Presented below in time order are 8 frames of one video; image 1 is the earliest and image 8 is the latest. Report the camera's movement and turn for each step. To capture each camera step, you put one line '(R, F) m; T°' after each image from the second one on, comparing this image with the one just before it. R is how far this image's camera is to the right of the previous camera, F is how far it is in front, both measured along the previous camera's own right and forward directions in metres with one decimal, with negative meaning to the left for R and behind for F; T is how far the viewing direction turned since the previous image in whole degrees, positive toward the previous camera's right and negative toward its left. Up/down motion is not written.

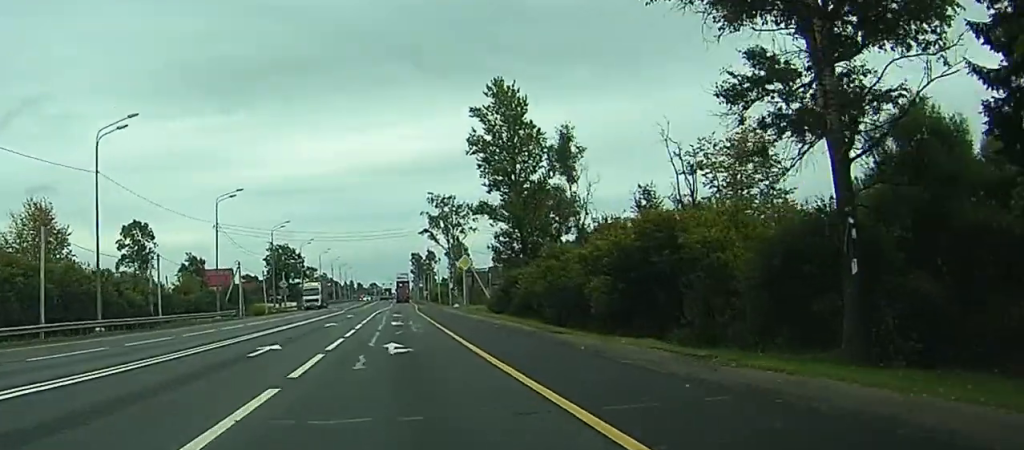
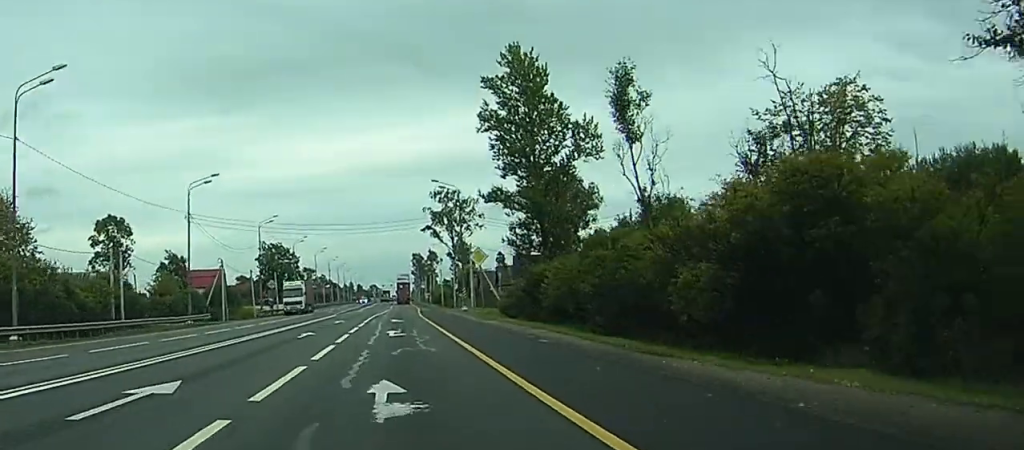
(0.0, +11.1) m; 0°
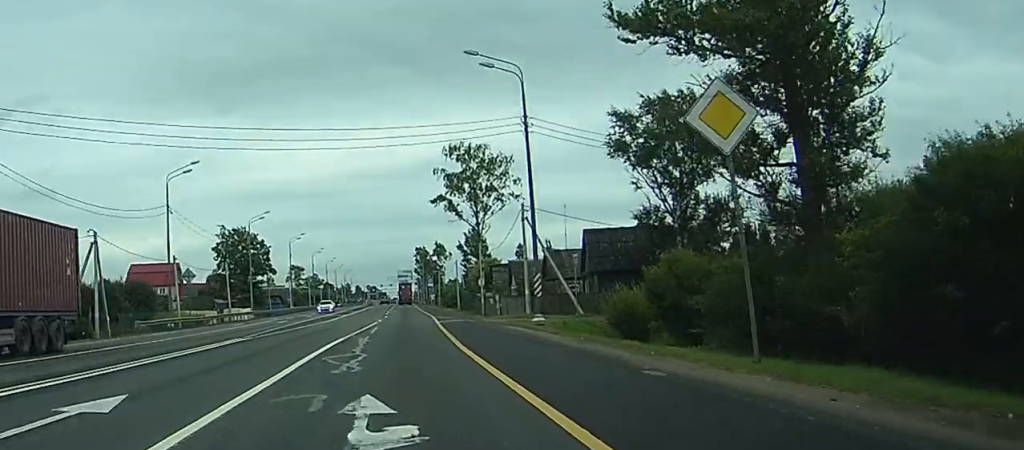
(+0.2, +43.2) m; +1°
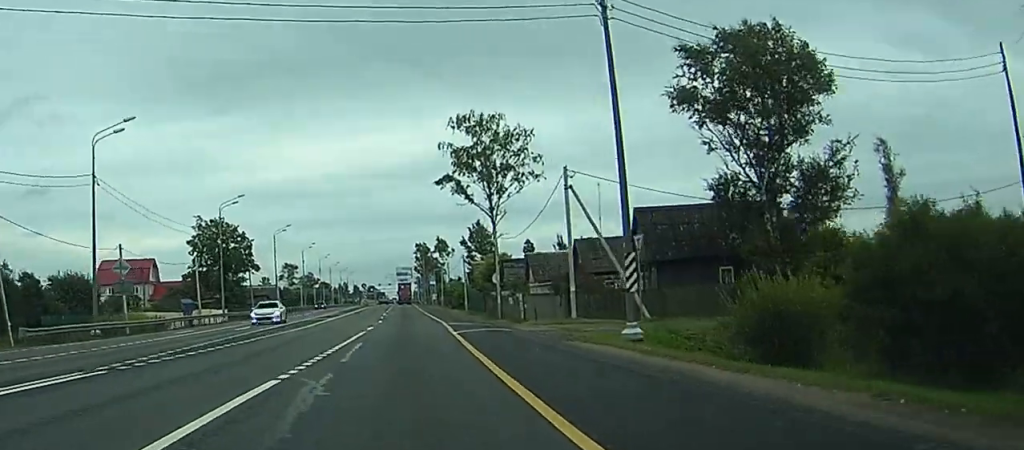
(0.0, +16.0) m; 0°
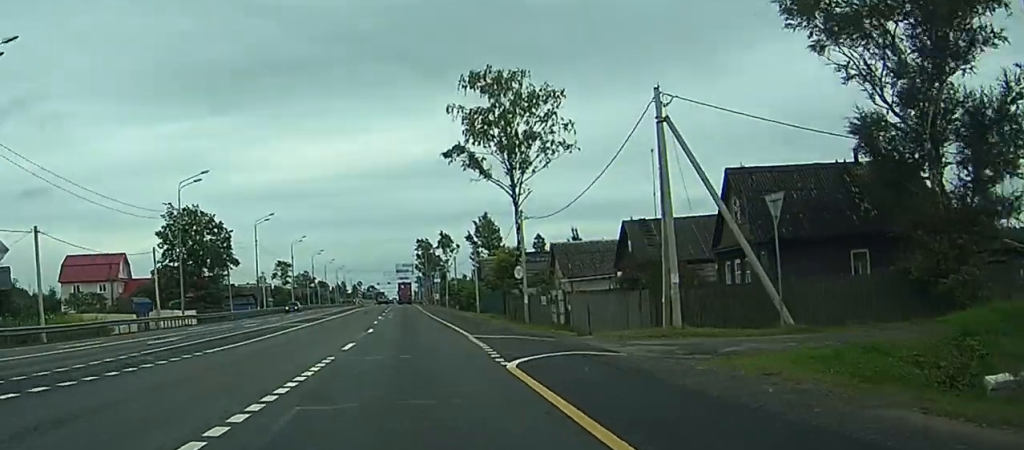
(-0.1, +16.1) m; 0°
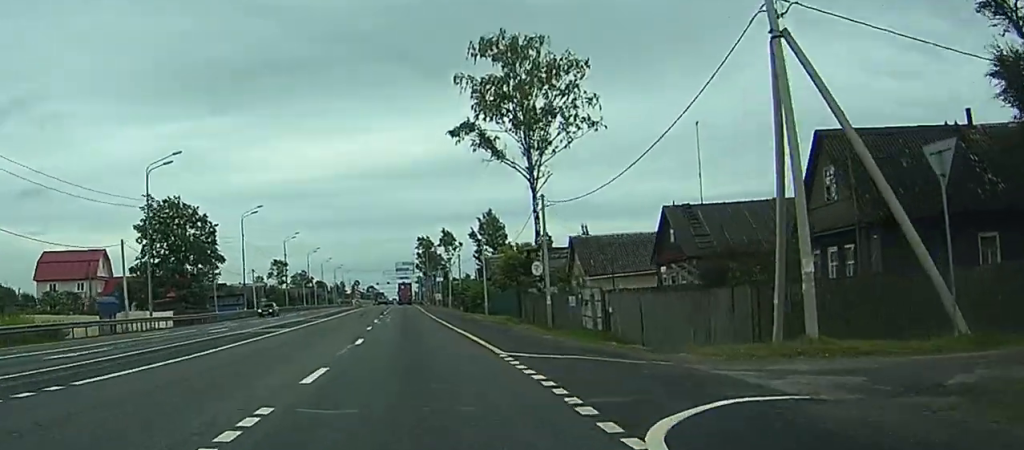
(0.0, +9.0) m; 0°
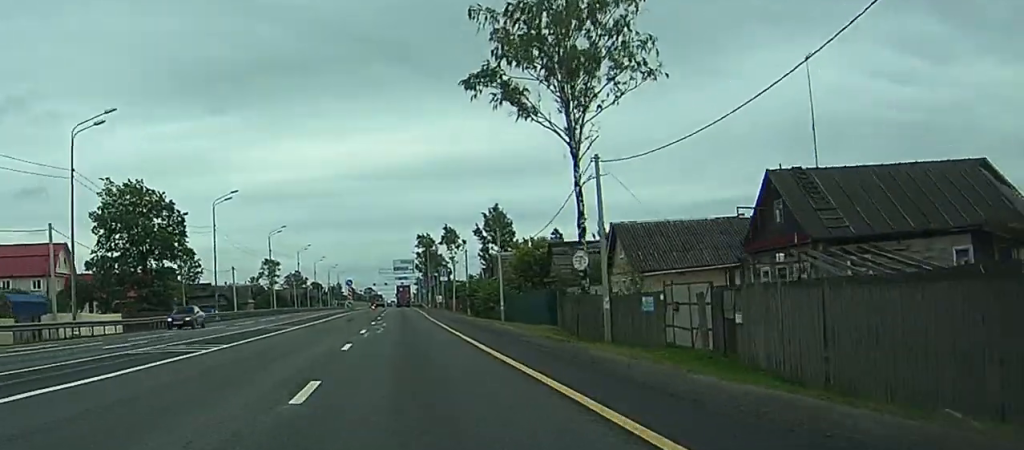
(0.0, +14.3) m; 0°
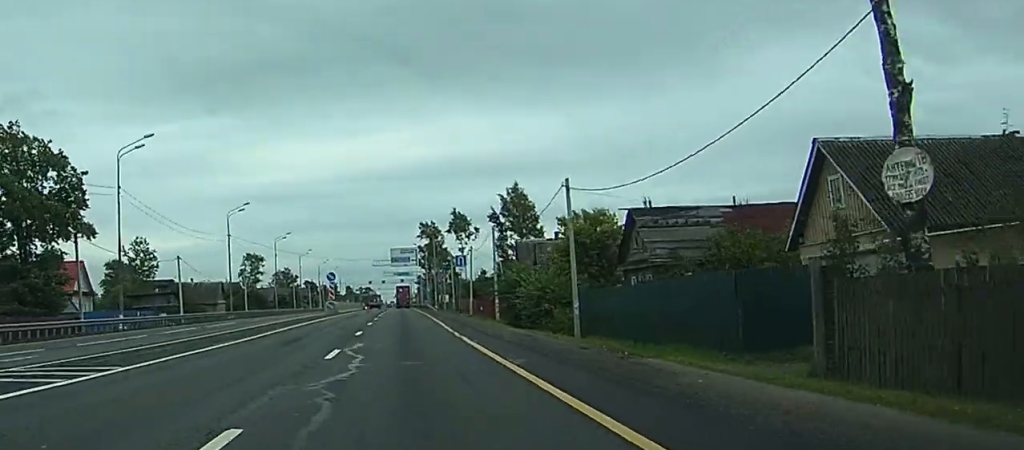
(0.0, +28.8) m; 0°
